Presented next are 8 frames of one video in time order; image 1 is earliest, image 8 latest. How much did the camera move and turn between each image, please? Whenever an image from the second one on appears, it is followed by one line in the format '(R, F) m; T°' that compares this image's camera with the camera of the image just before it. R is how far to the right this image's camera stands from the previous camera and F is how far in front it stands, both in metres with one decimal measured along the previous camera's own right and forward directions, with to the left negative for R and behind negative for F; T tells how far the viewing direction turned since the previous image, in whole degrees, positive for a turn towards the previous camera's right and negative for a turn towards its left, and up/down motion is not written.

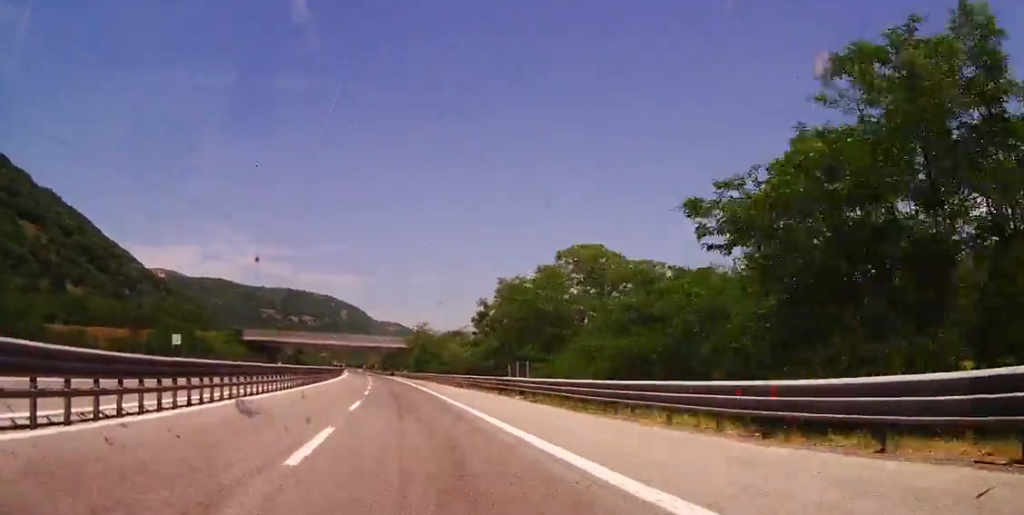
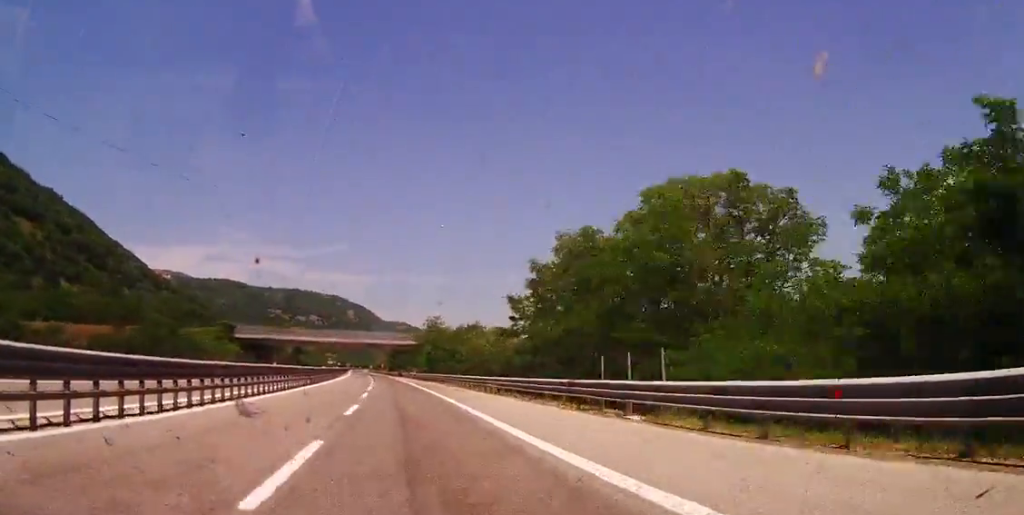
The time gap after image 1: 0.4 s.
(-0.1, +14.8) m; -1°
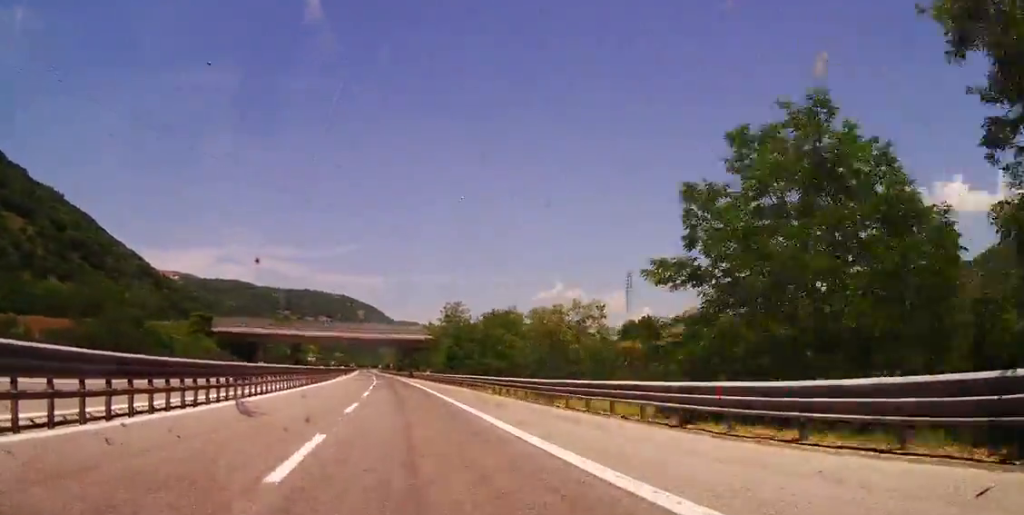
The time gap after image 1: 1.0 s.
(-0.2, +23.6) m; -1°
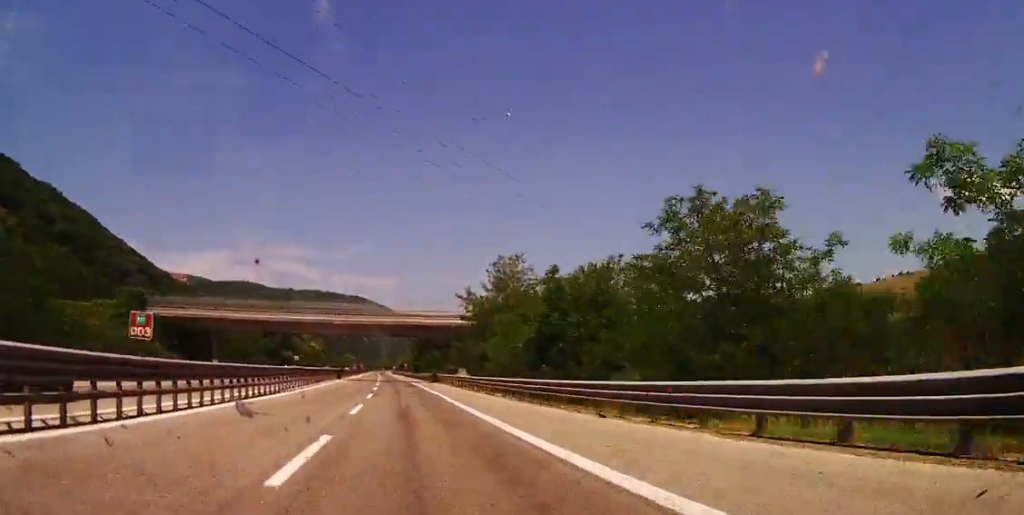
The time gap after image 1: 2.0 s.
(-0.6, +37.2) m; -2°
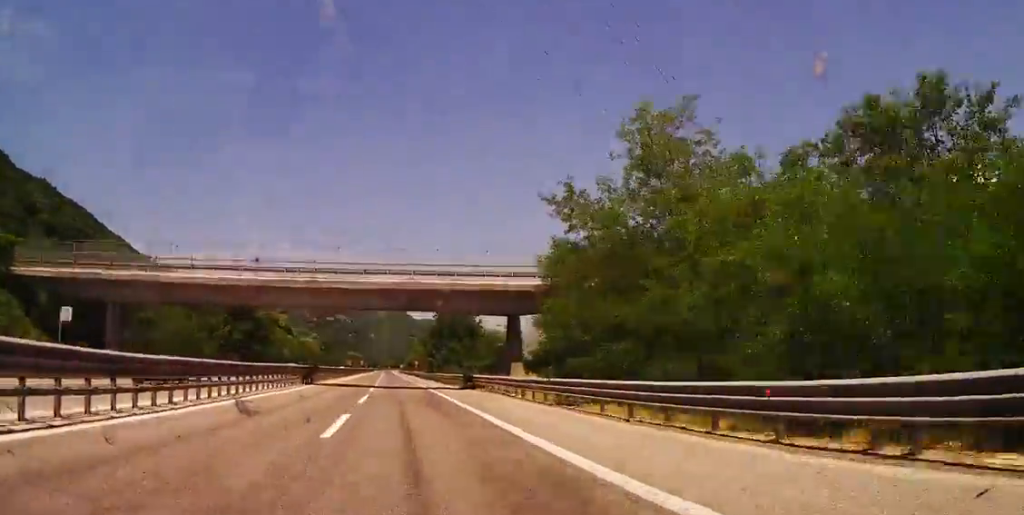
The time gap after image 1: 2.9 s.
(-0.5, +32.1) m; -2°
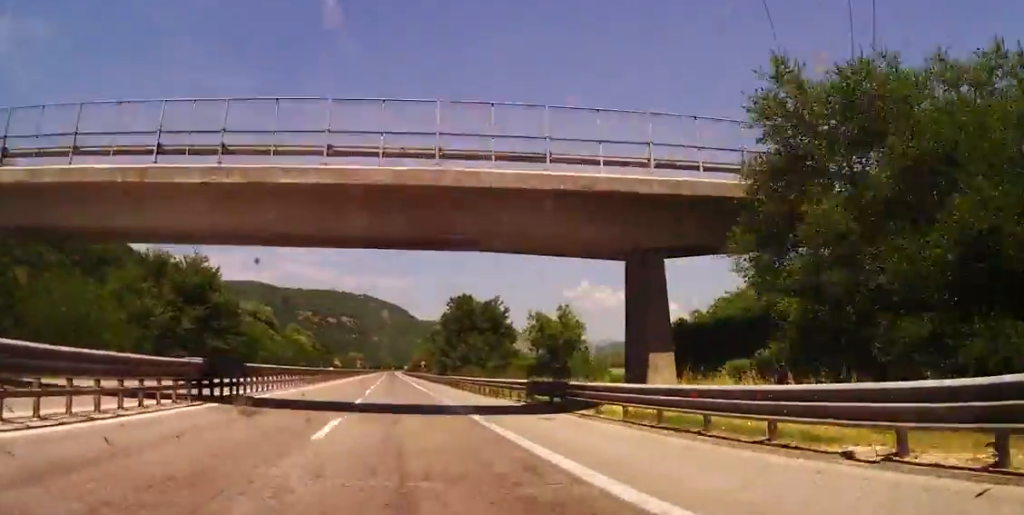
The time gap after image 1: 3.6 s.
(-0.2, +24.6) m; -1°
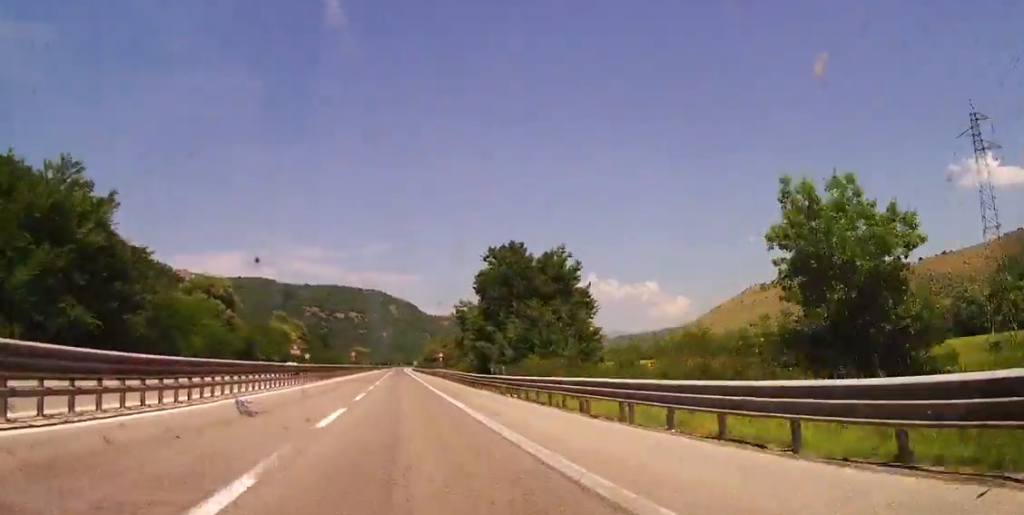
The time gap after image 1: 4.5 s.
(-0.4, +34.4) m; -1°
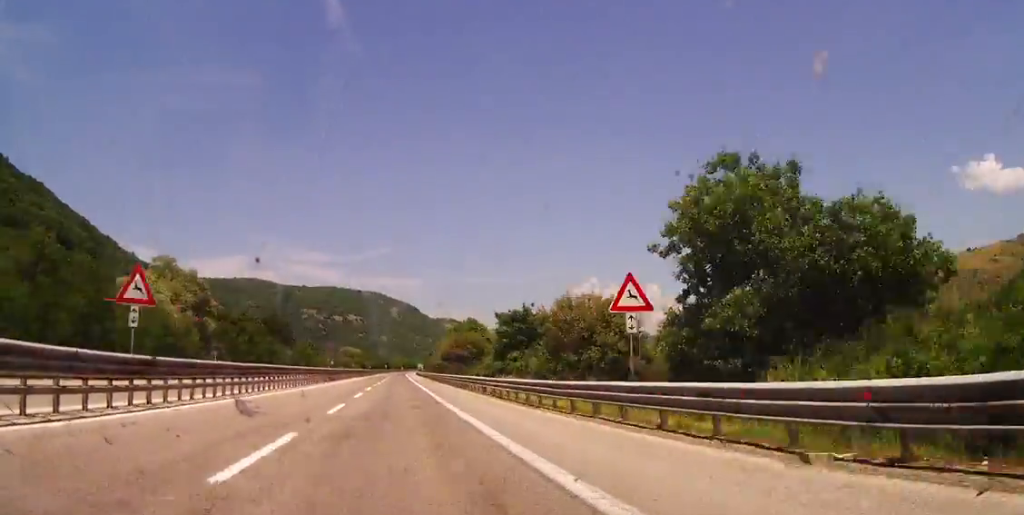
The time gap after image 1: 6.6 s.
(-0.3, +78.7) m; 0°
